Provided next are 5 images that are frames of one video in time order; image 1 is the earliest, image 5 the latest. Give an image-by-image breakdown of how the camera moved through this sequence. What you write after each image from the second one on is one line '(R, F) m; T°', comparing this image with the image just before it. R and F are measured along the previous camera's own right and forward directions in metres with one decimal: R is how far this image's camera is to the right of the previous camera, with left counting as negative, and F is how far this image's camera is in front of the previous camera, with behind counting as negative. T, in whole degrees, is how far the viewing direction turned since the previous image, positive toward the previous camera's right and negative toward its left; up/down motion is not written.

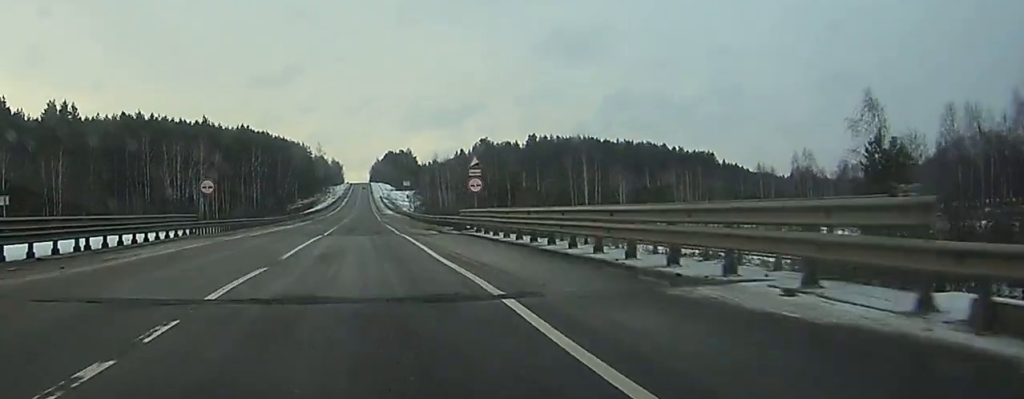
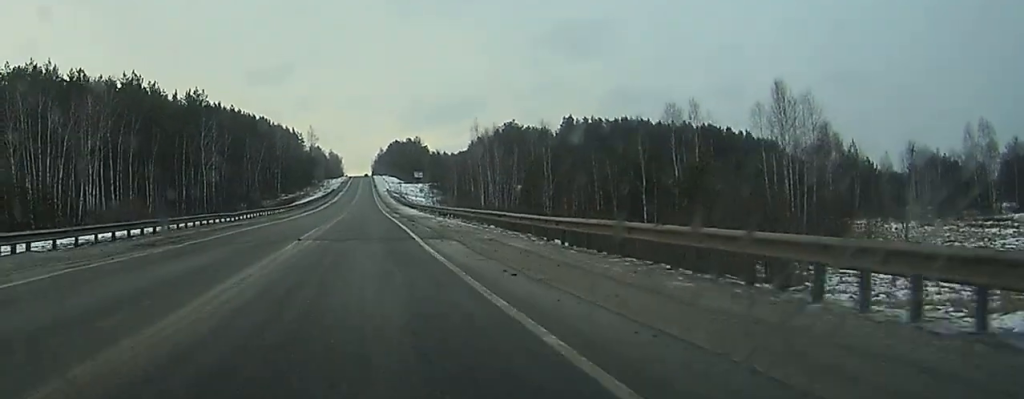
(-0.4, +69.8) m; 0°
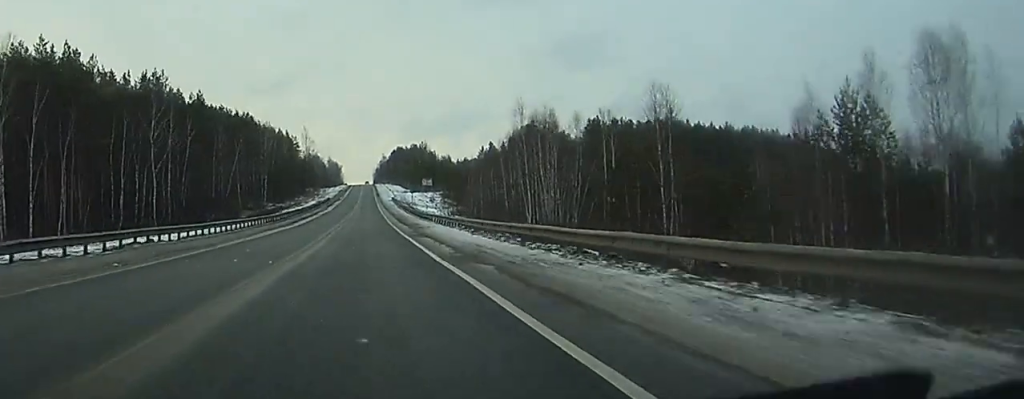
(+0.2, +37.7) m; 0°
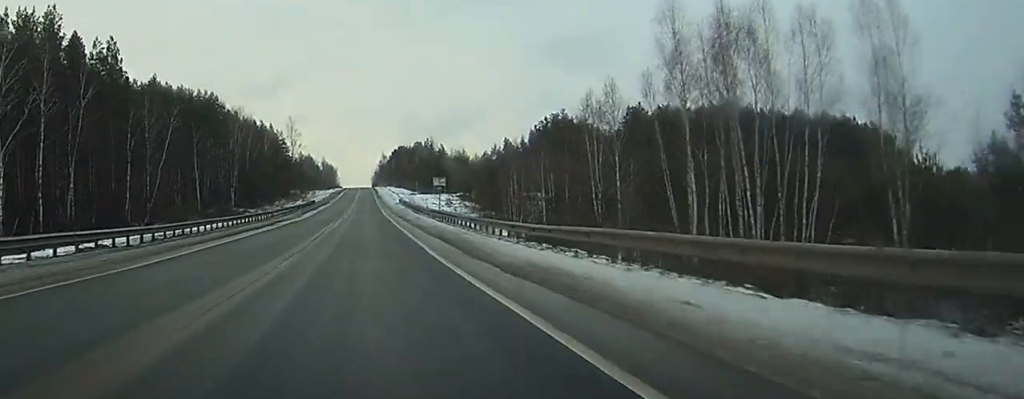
(-0.2, +50.4) m; 0°
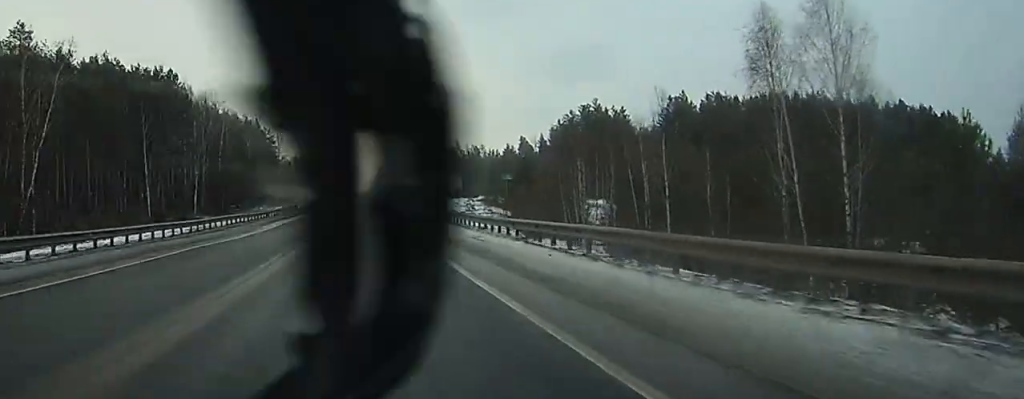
(-0.1, +37.6) m; 0°
